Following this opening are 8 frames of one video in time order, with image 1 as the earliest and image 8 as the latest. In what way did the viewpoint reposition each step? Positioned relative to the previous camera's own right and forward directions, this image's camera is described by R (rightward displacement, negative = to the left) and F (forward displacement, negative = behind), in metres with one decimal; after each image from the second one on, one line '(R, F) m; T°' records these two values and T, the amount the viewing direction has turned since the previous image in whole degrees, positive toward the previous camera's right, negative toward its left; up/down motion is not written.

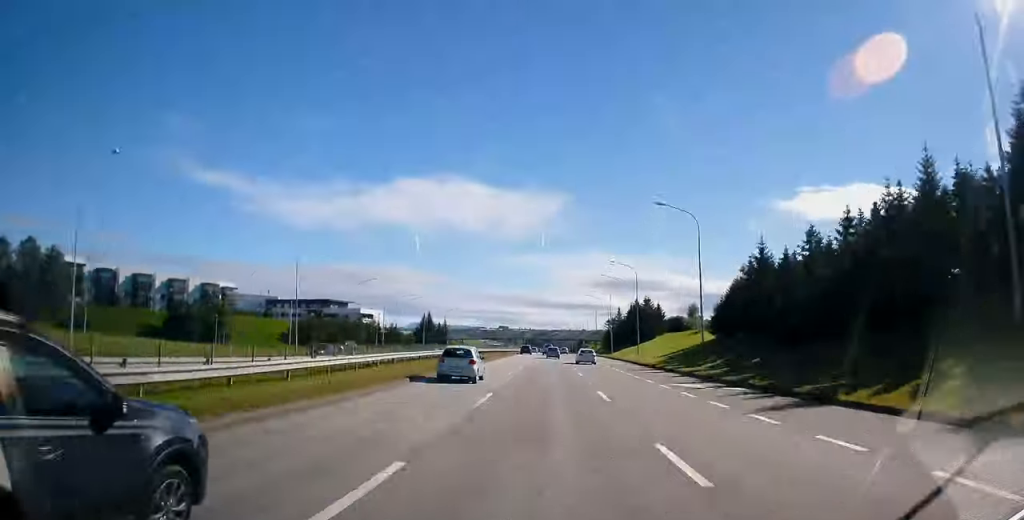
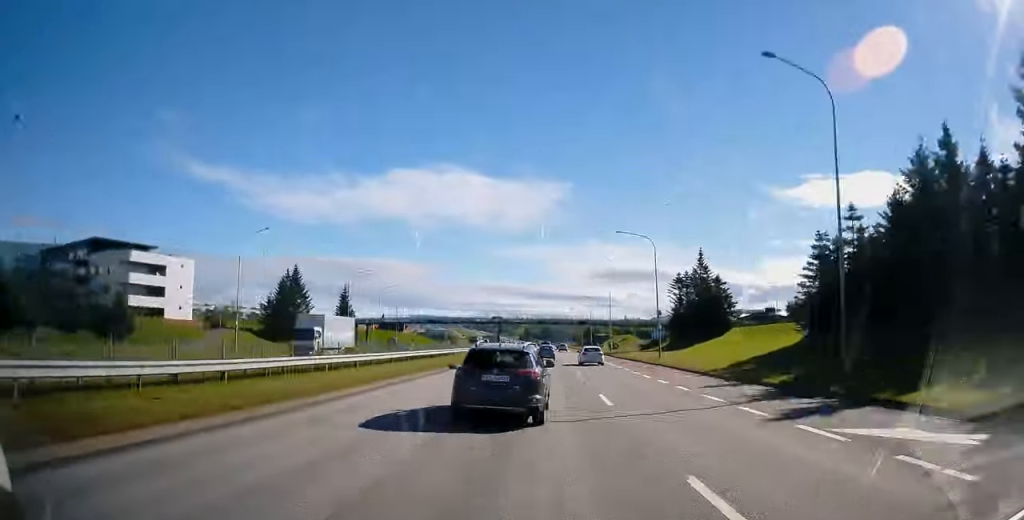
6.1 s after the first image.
(+0.2, +120.6) m; 0°
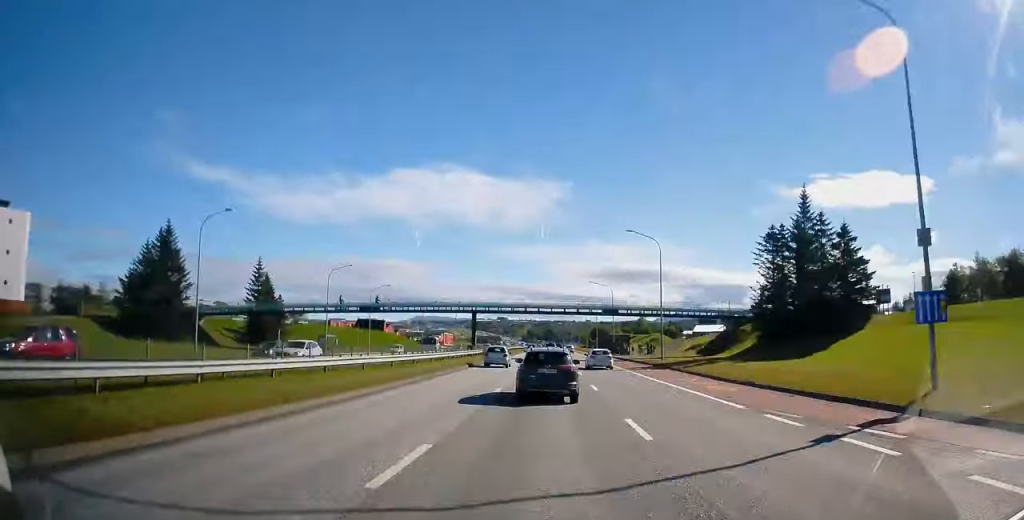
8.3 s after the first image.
(0.0, +41.8) m; 0°
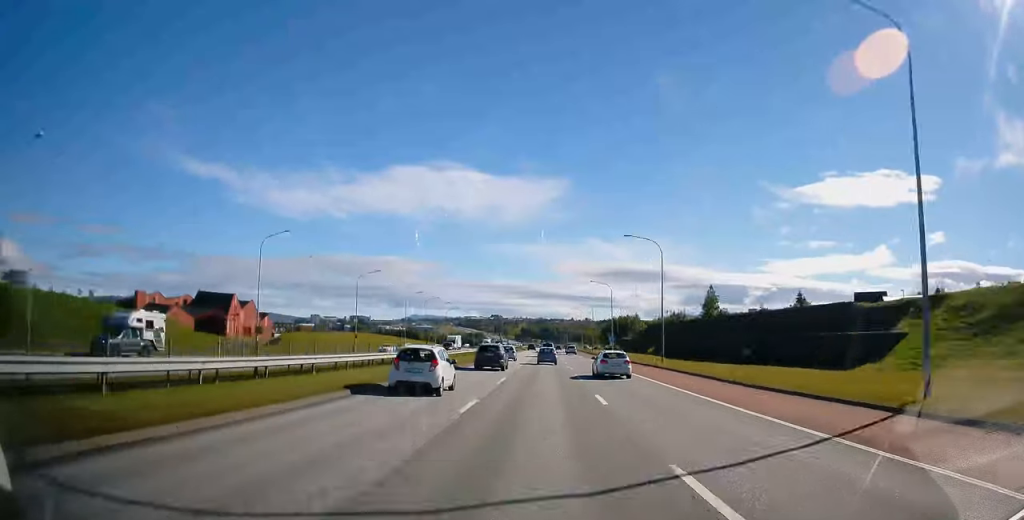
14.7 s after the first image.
(-0.3, +125.4) m; 0°
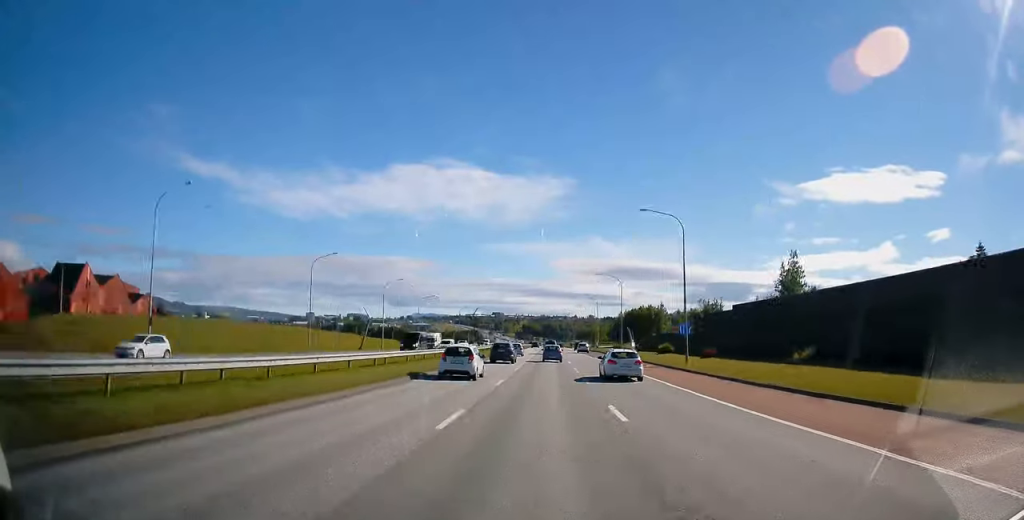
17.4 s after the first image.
(+0.1, +52.8) m; 0°
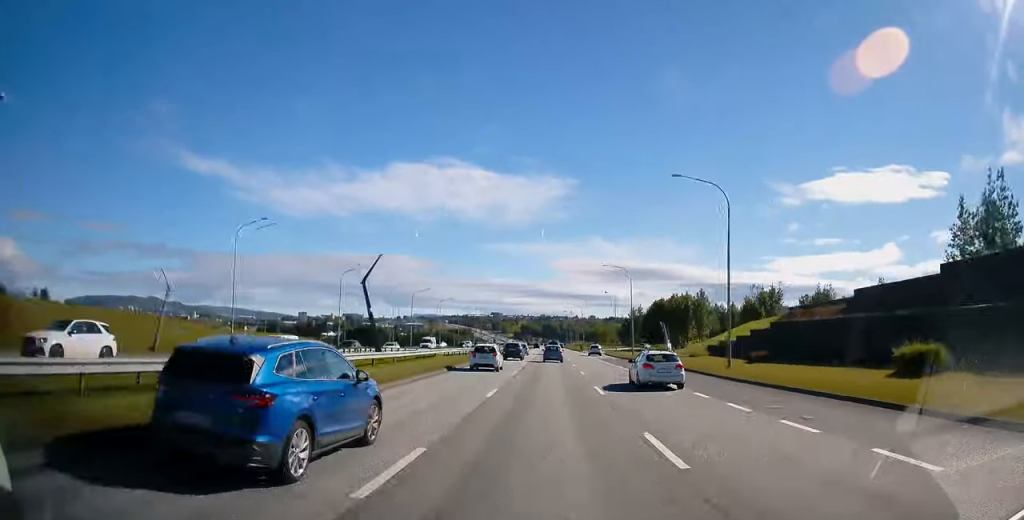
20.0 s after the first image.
(+0.1, +53.1) m; 0°
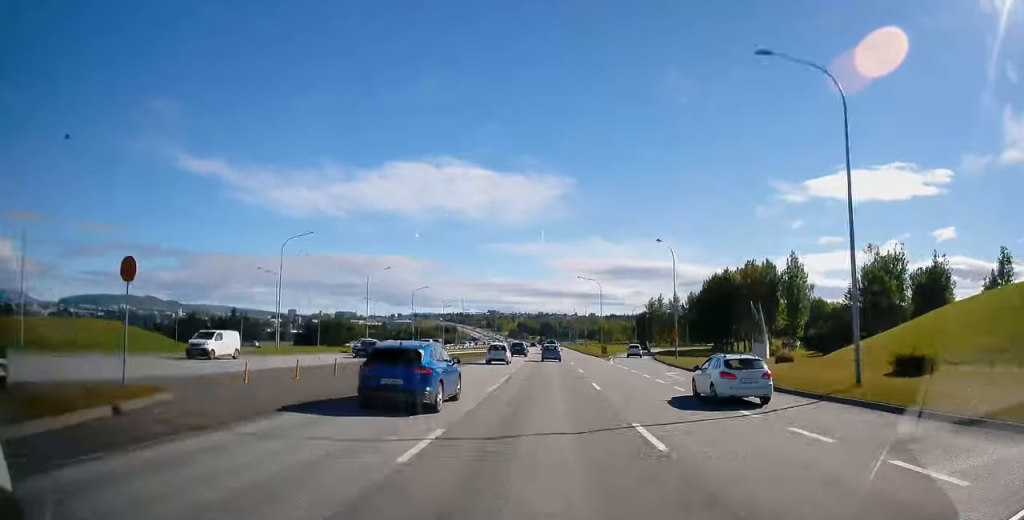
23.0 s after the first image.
(-0.1, +59.3) m; 0°
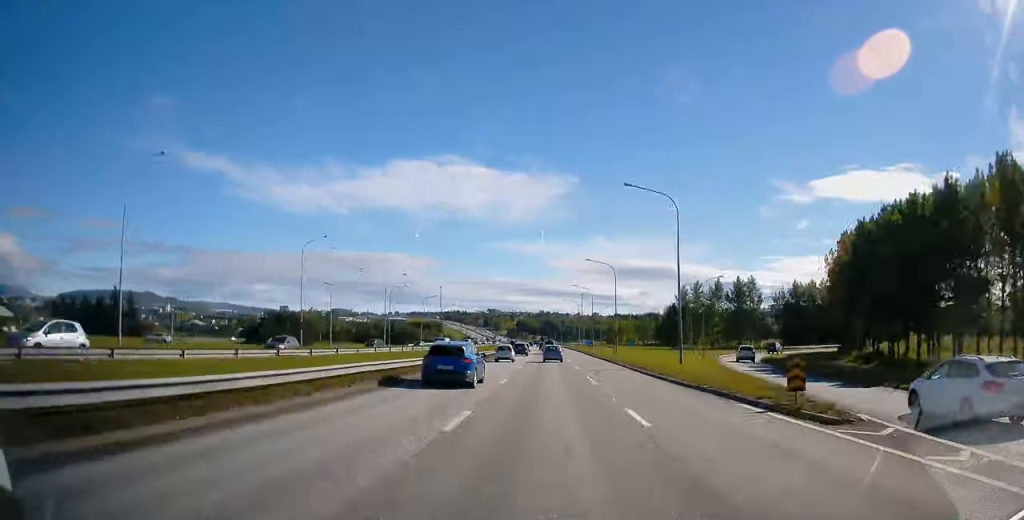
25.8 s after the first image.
(-0.2, +57.7) m; 0°
